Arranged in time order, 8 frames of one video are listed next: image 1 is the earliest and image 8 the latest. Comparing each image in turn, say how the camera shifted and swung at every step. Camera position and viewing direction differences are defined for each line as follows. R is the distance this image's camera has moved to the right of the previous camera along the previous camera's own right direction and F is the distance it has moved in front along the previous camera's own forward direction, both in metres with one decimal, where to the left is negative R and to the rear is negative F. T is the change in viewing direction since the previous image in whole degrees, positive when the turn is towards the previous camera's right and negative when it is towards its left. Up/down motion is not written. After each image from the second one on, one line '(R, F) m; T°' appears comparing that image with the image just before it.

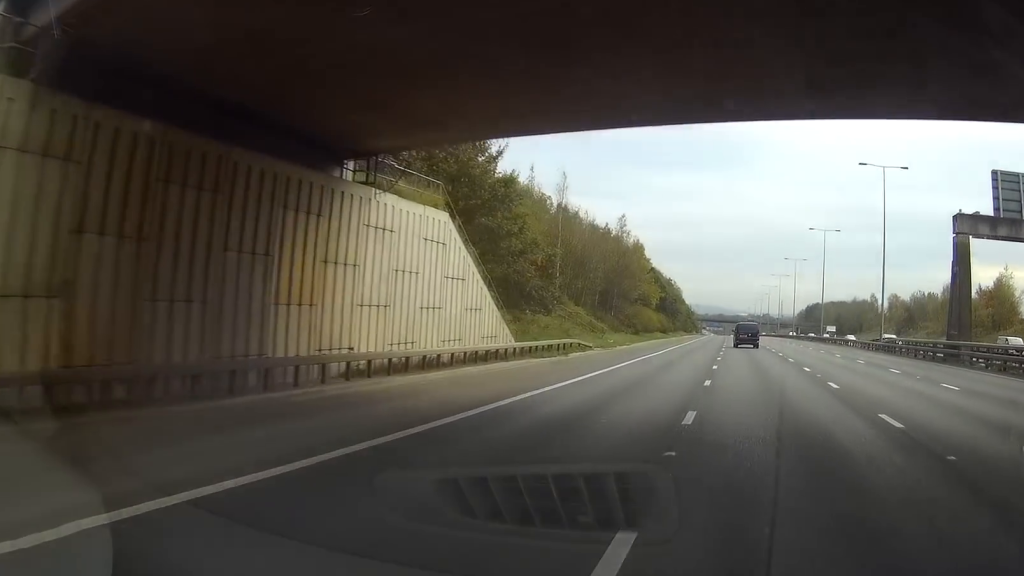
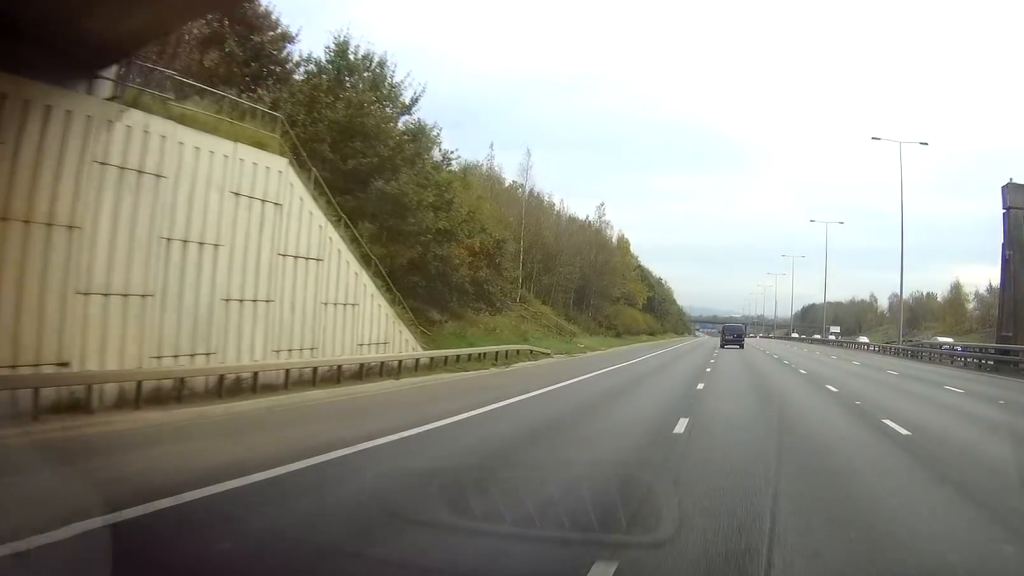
(0.0, +10.1) m; 0°
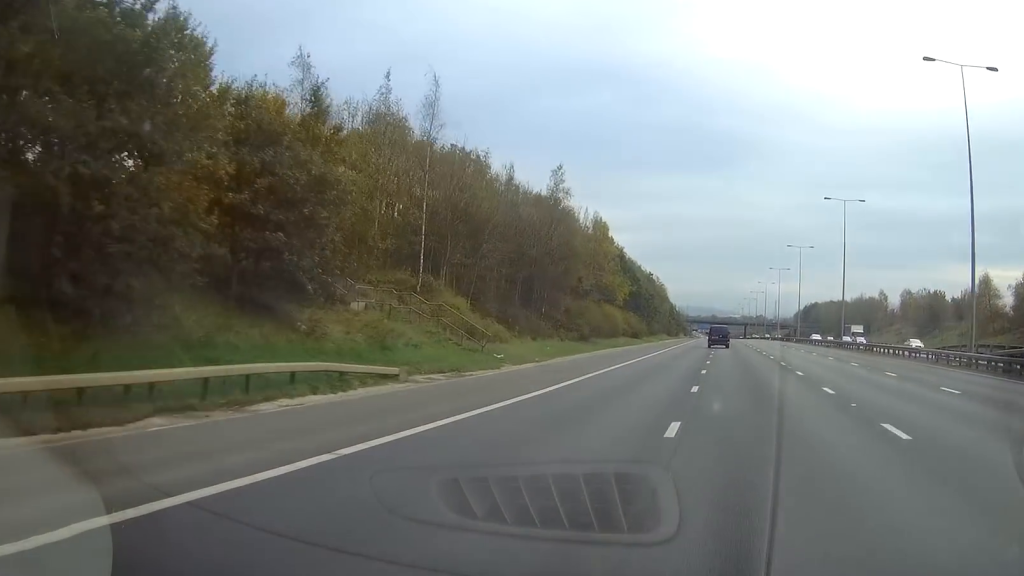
(0.0, +18.6) m; 0°
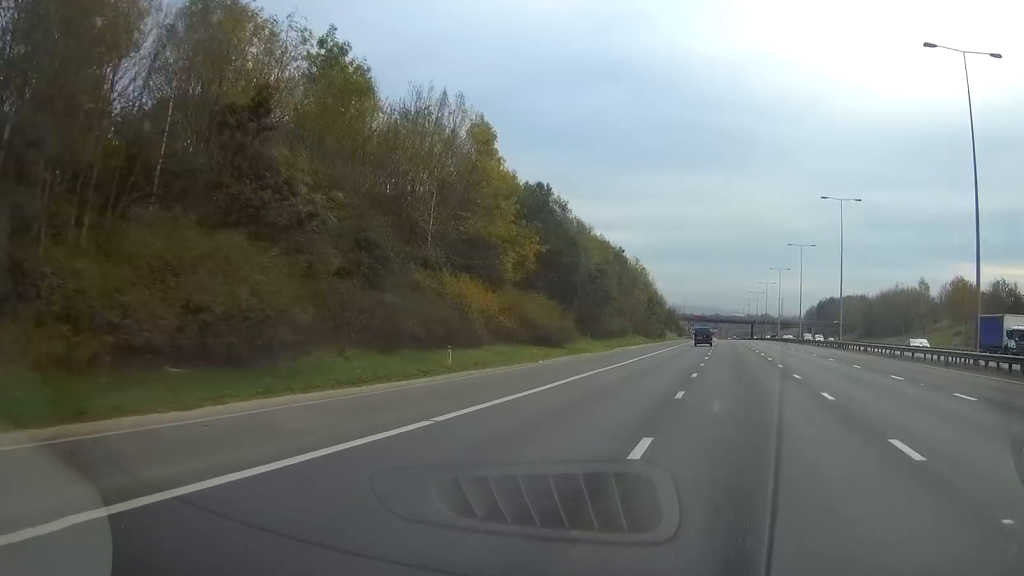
(+0.1, +47.4) m; 0°
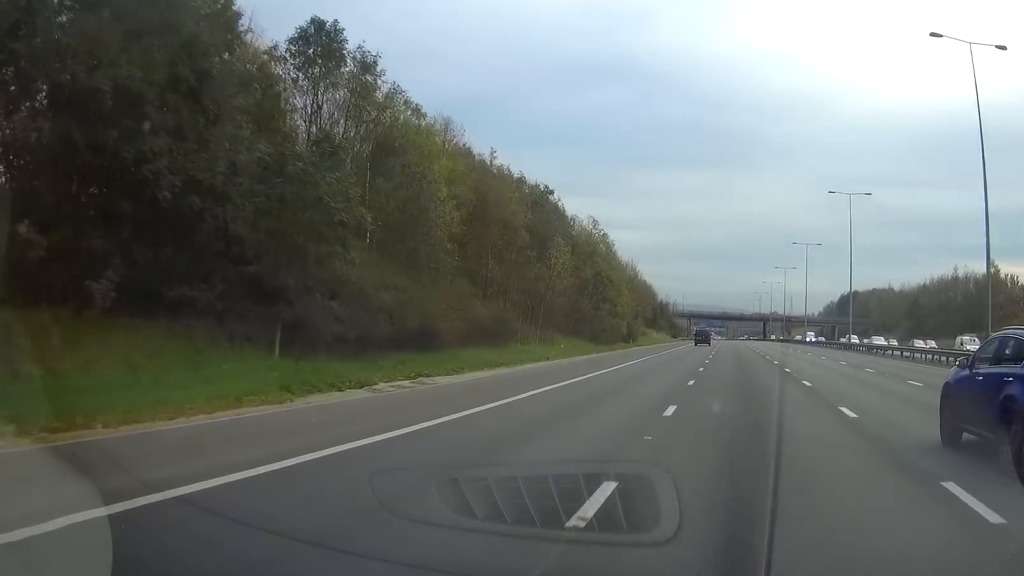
(-0.4, +48.6) m; -1°
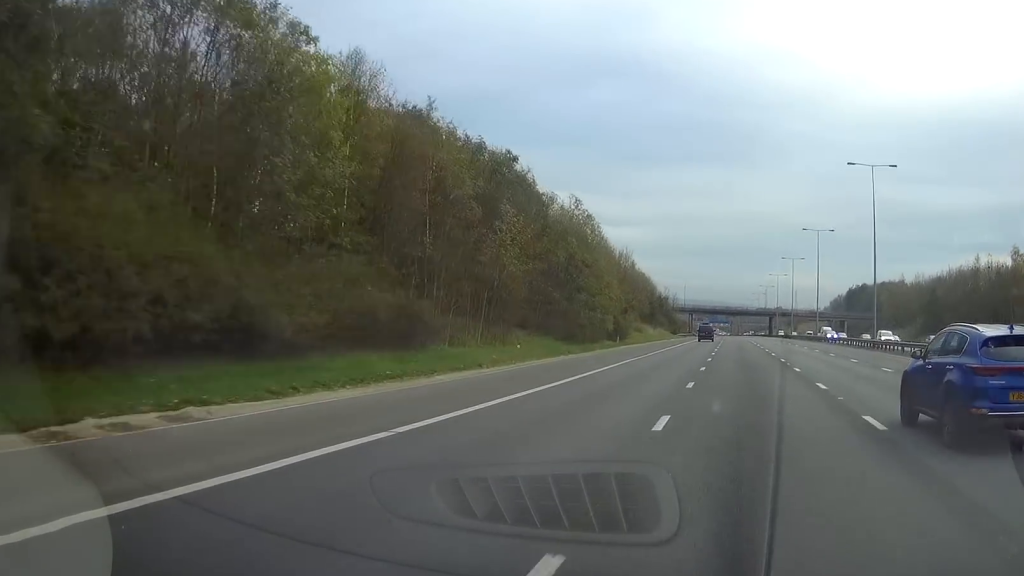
(0.0, +12.0) m; 0°
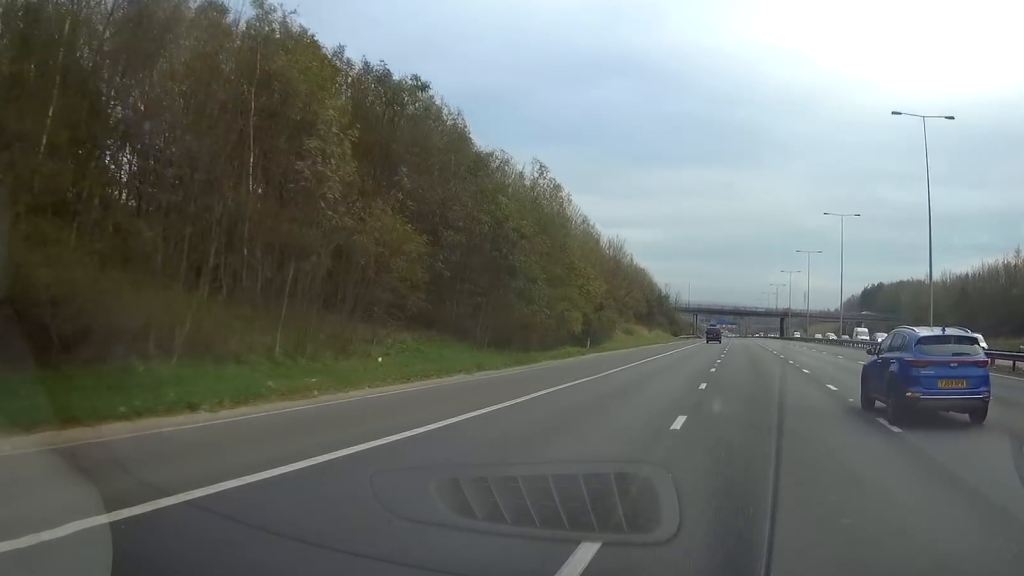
(-0.2, +17.8) m; -1°
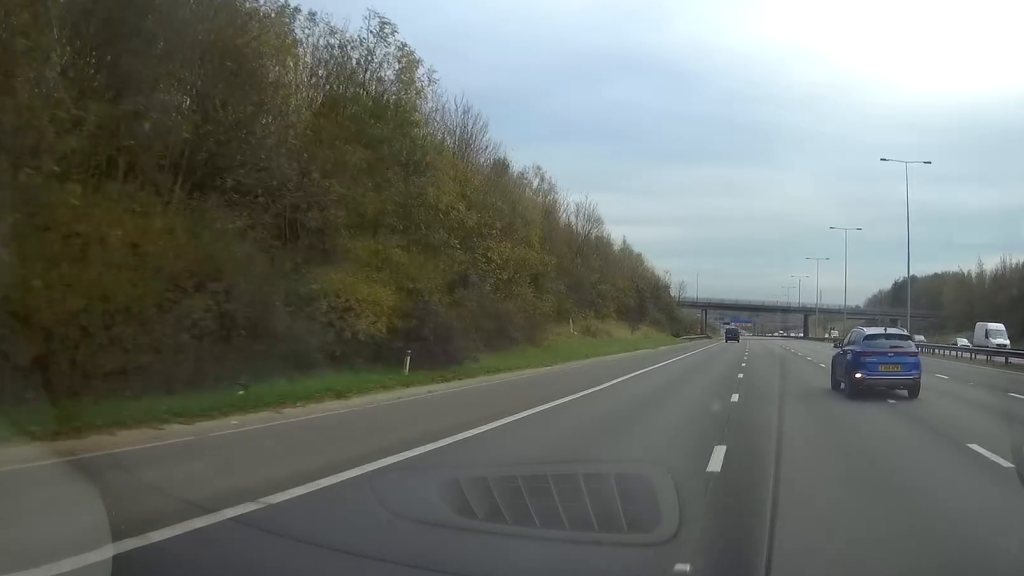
(-0.2, +31.2) m; 0°
